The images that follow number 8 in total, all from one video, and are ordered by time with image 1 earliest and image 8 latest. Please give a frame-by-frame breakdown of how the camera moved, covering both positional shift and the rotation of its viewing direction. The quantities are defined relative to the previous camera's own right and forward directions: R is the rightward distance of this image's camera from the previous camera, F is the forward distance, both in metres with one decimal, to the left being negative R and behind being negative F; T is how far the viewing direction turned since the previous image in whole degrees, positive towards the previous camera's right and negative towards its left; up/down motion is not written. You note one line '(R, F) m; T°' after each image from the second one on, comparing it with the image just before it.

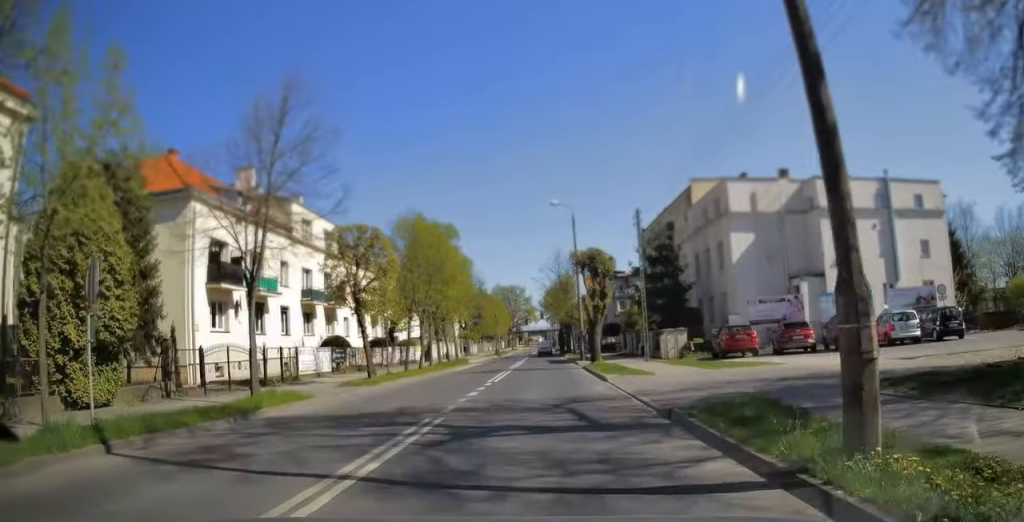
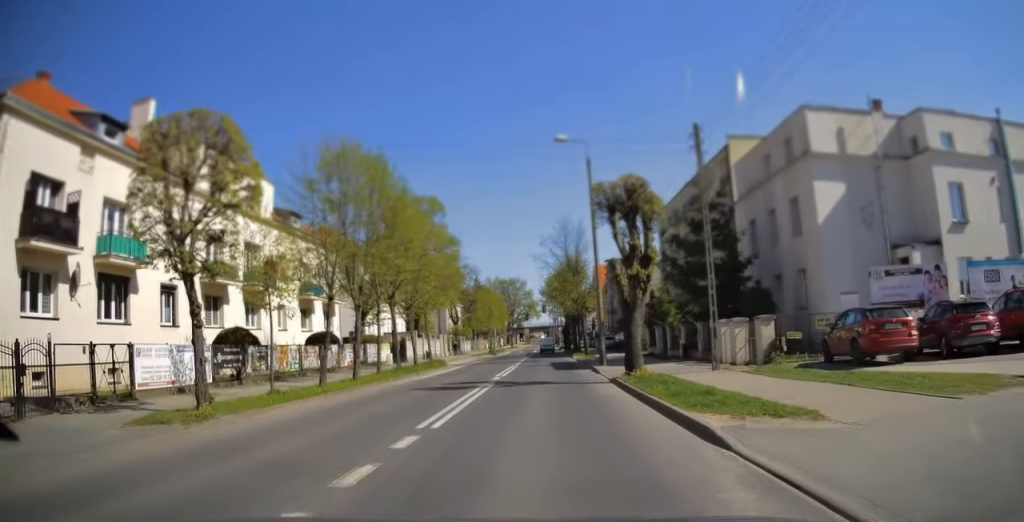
(-0.1, +13.8) m; +1°
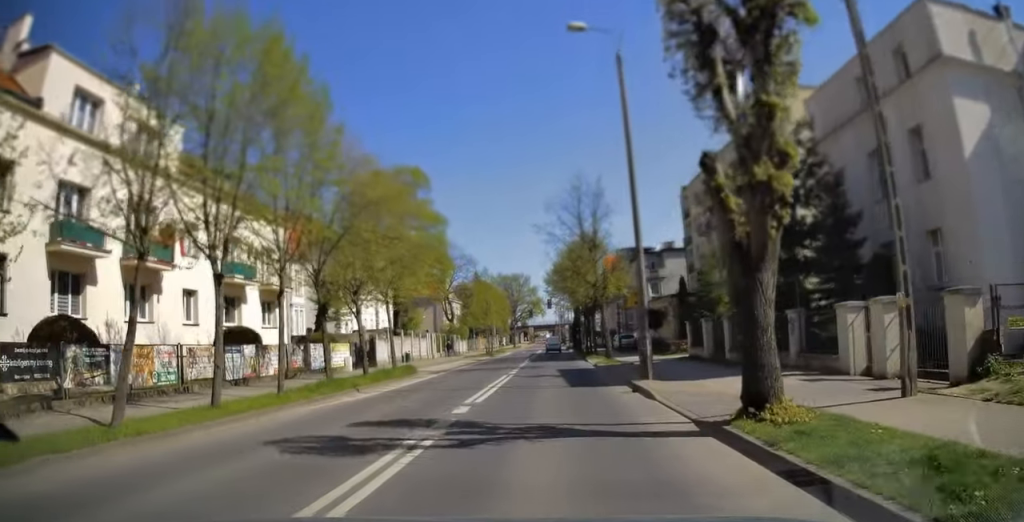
(+0.4, +12.7) m; +2°
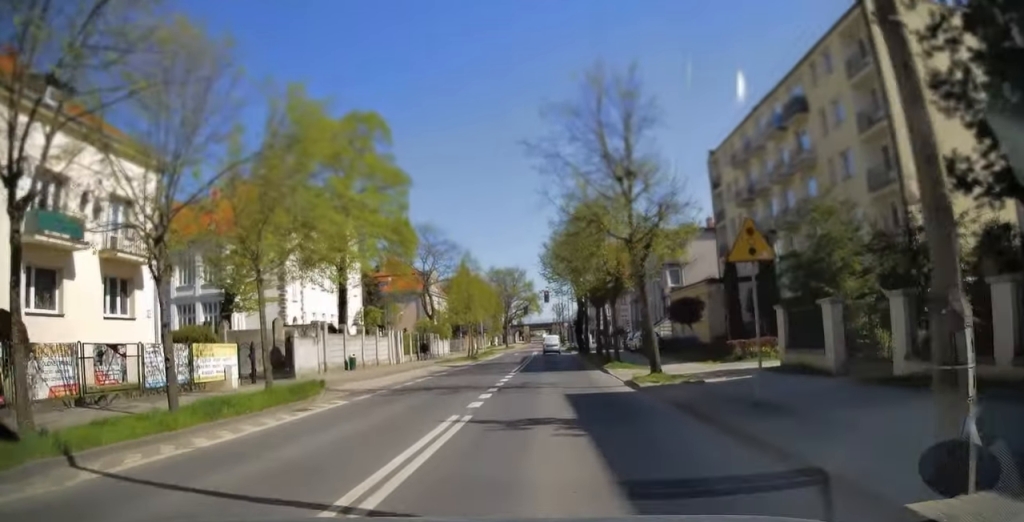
(+0.2, +18.0) m; 0°
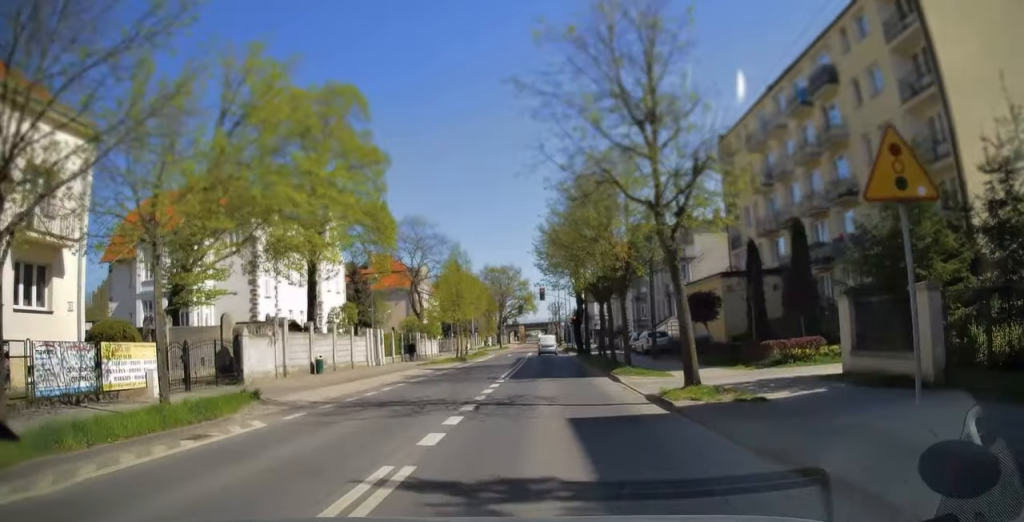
(0.0, +7.0) m; 0°
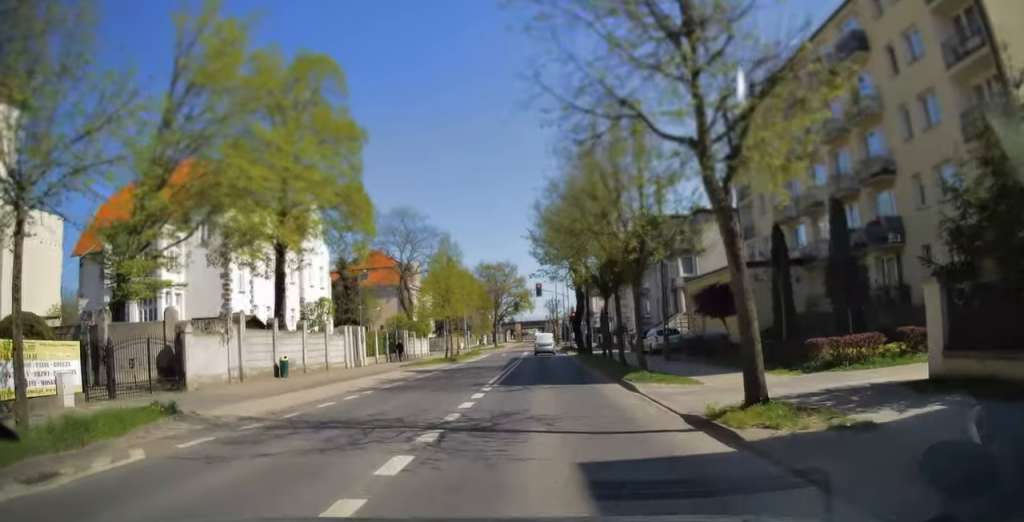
(-0.1, +7.1) m; 0°
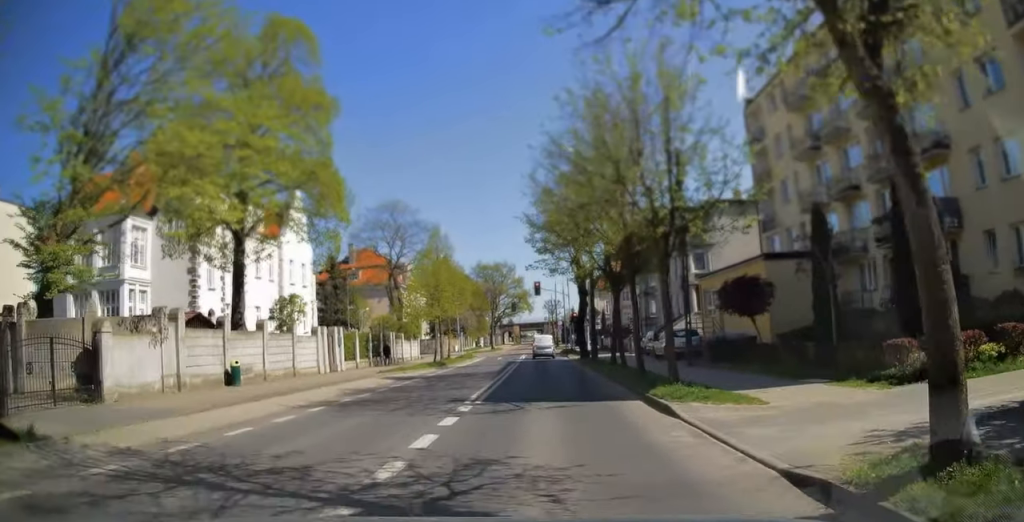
(0.0, +8.0) m; 0°
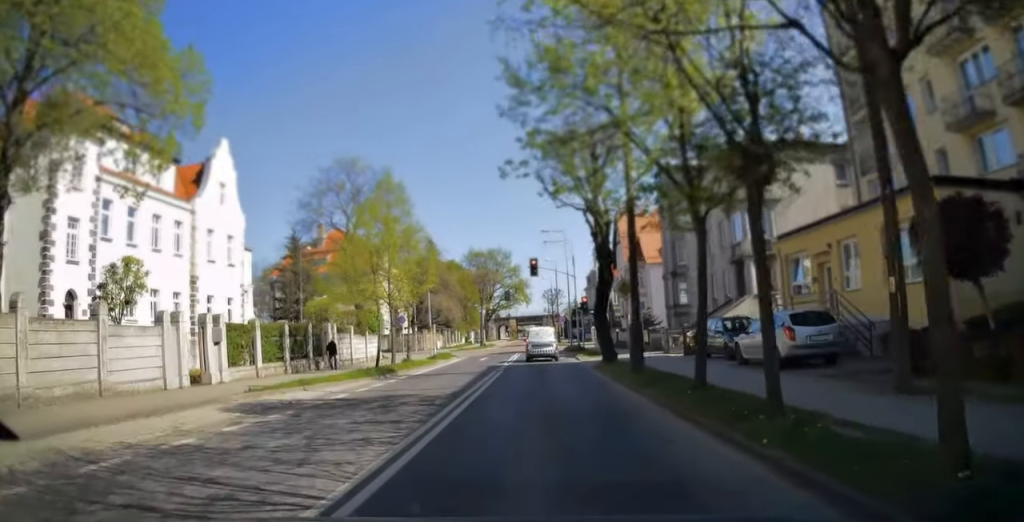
(0.0, +34.6) m; 0°
